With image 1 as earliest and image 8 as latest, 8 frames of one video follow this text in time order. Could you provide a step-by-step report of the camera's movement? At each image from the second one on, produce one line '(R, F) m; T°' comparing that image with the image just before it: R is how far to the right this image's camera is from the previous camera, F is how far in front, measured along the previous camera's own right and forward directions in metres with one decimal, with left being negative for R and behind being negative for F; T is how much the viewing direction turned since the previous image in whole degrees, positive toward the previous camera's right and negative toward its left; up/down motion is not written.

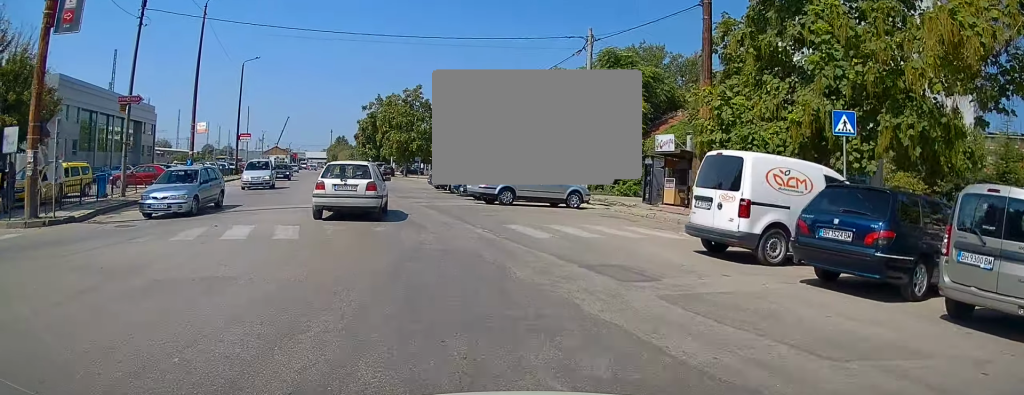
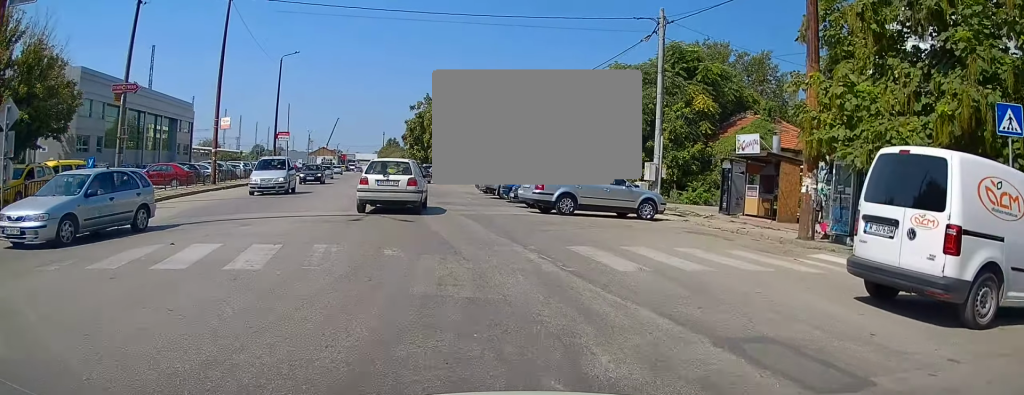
(-0.5, +4.2) m; -5°
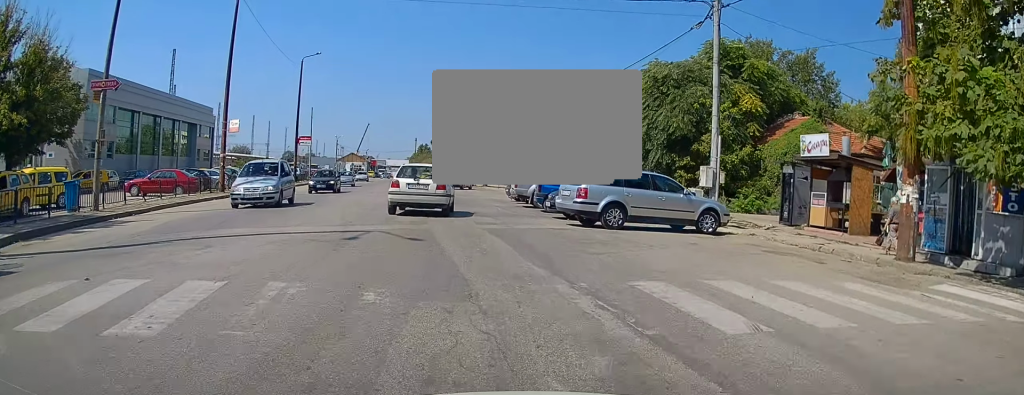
(-0.2, +3.4) m; -4°
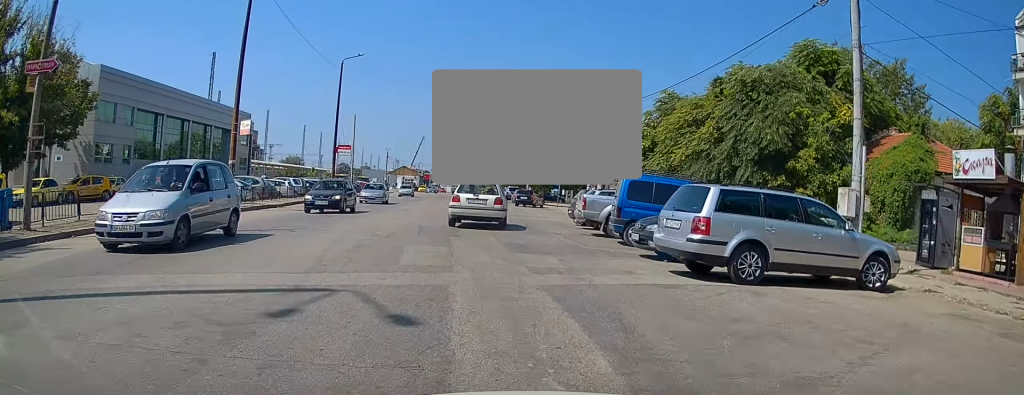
(0.0, +6.2) m; -3°
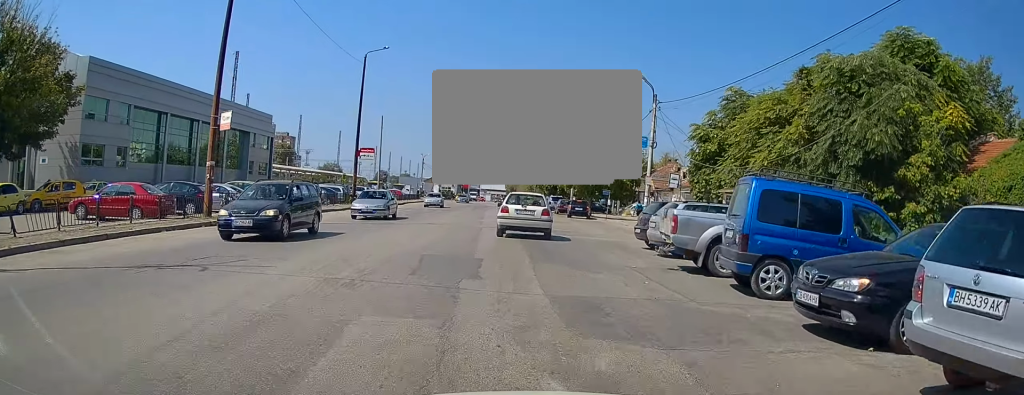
(-0.3, +6.4) m; -2°
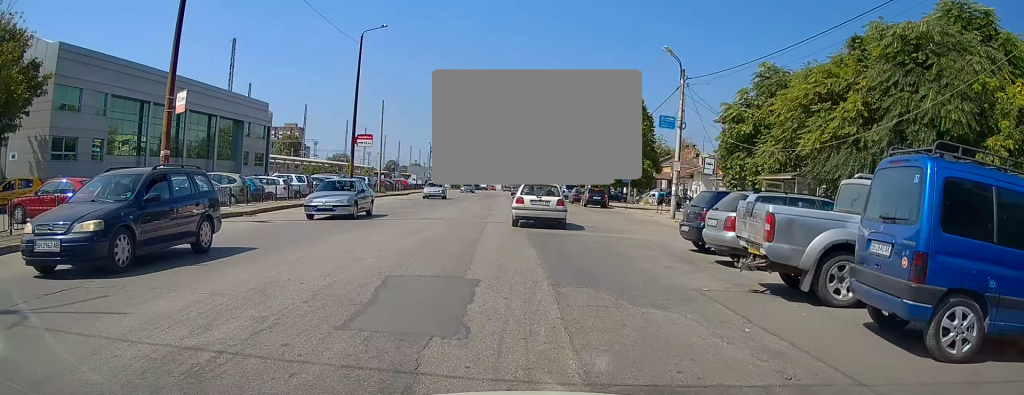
(0.0, +4.3) m; 0°
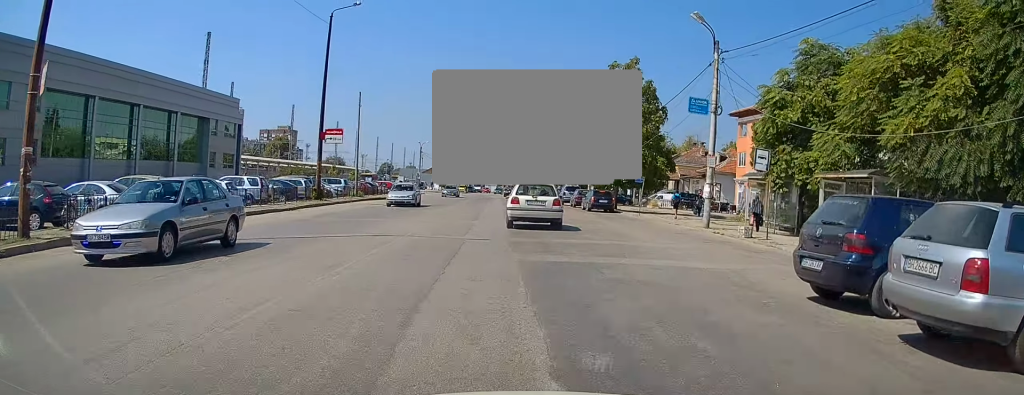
(0.0, +6.7) m; +1°
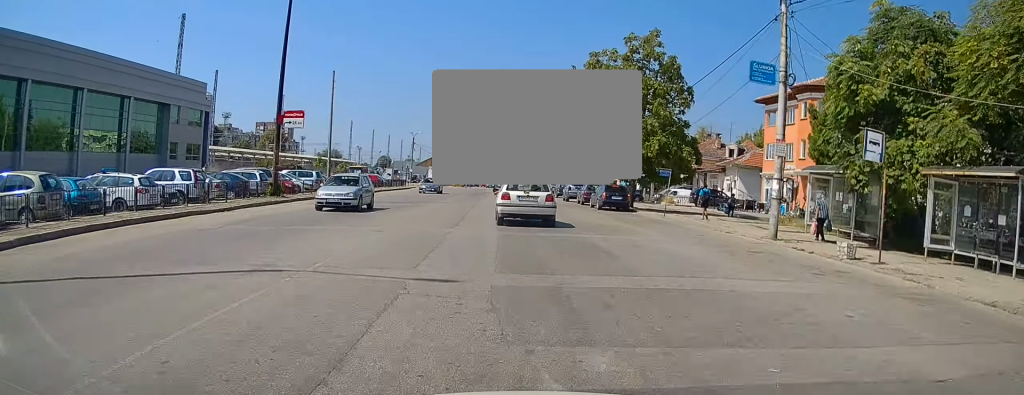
(0.0, +7.4) m; +1°
